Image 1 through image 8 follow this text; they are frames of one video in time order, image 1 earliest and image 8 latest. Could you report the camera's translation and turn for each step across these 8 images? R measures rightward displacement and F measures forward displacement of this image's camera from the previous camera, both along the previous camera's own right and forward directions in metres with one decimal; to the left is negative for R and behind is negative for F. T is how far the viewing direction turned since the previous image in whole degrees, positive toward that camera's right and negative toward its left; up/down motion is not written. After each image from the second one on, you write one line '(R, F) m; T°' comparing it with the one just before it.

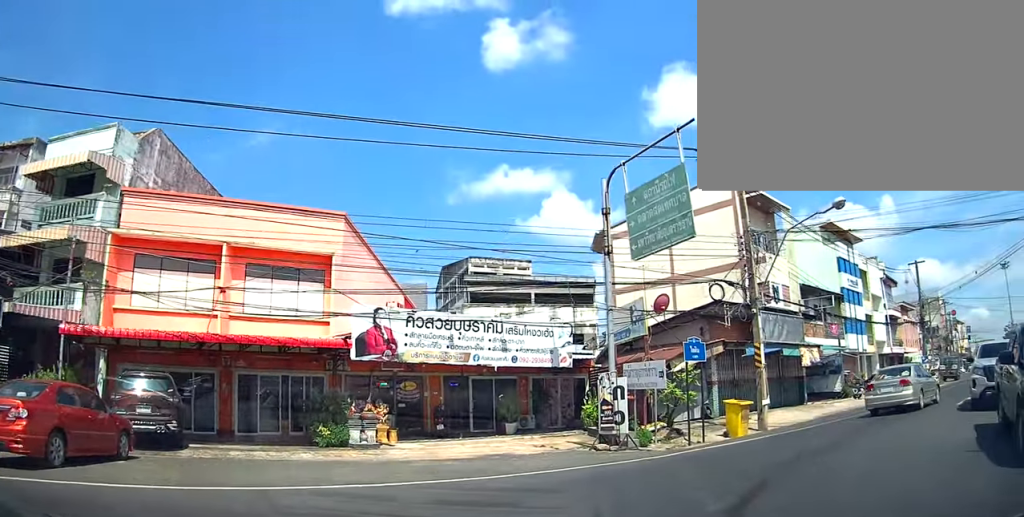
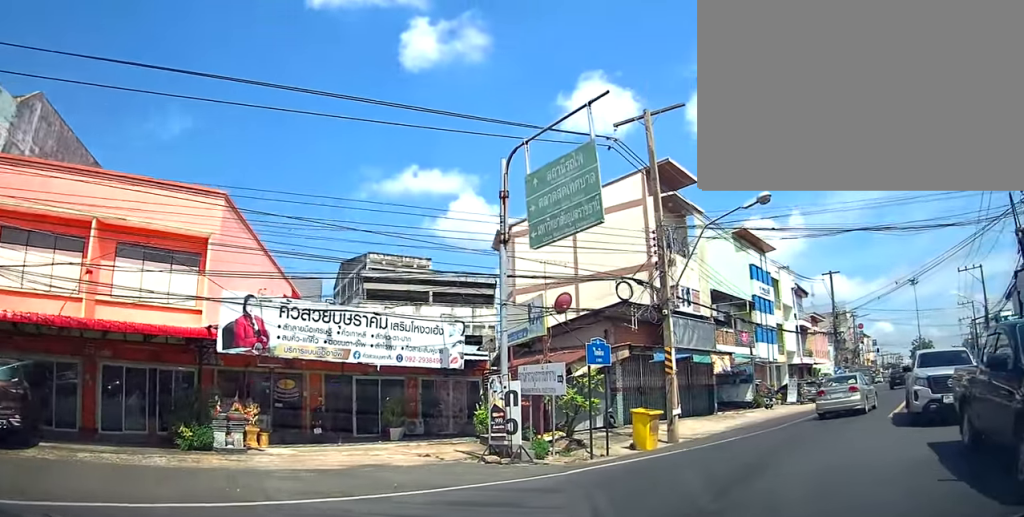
(+0.2, +1.3) m; +13°
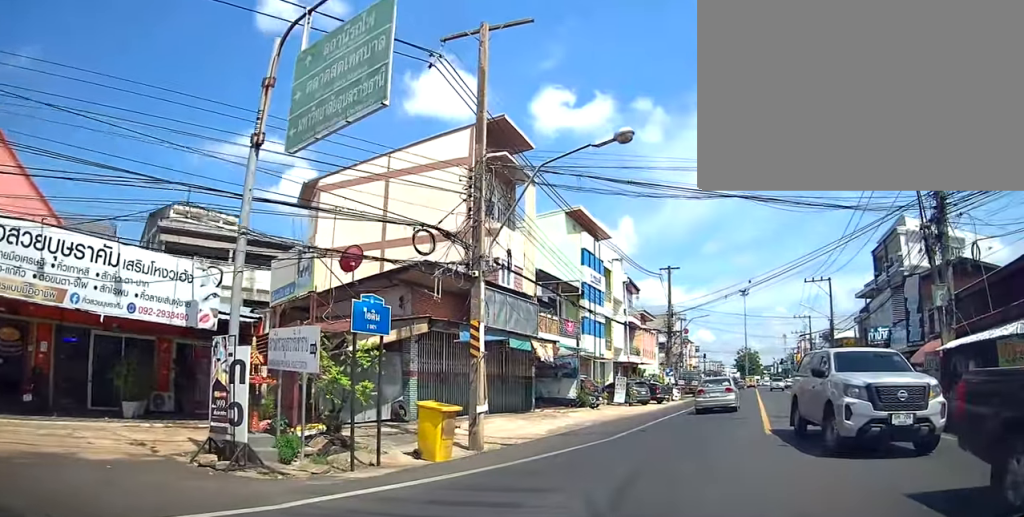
(+0.5, +3.0) m; +23°
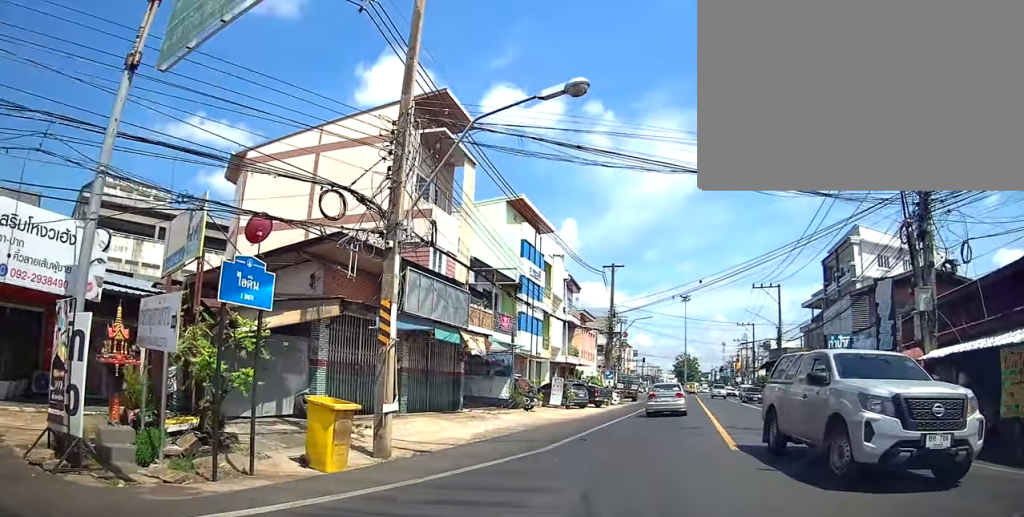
(+0.2, +1.4) m; +5°
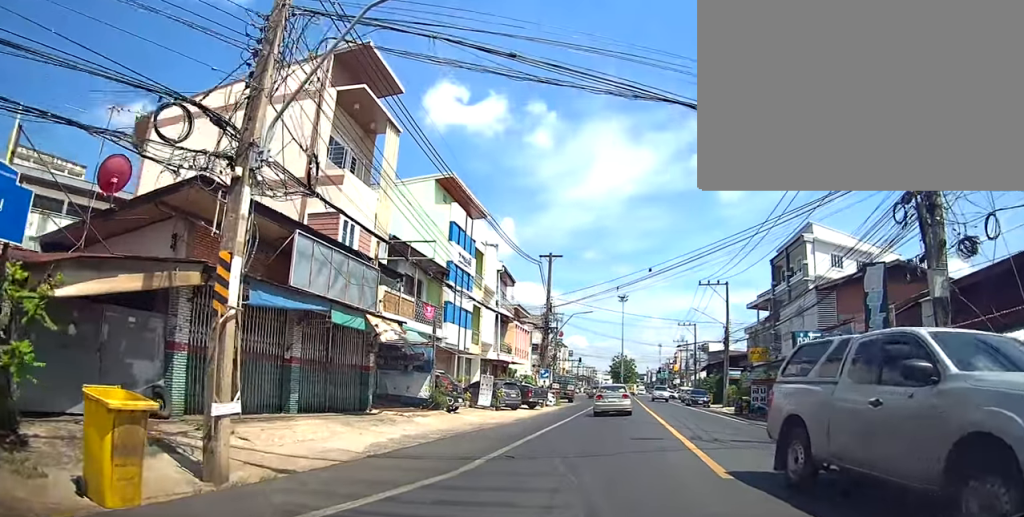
(+0.4, +2.2) m; +3°
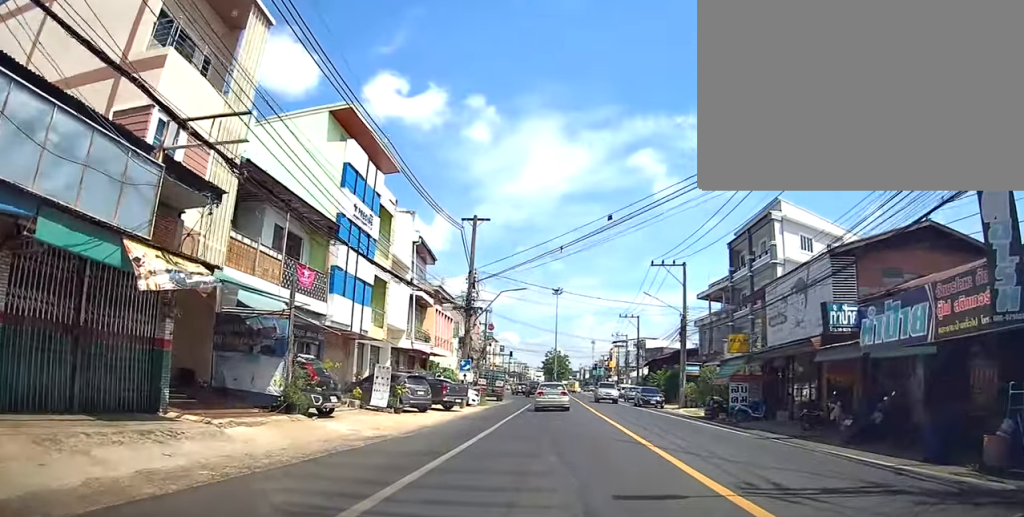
(-0.2, +5.7) m; +10°
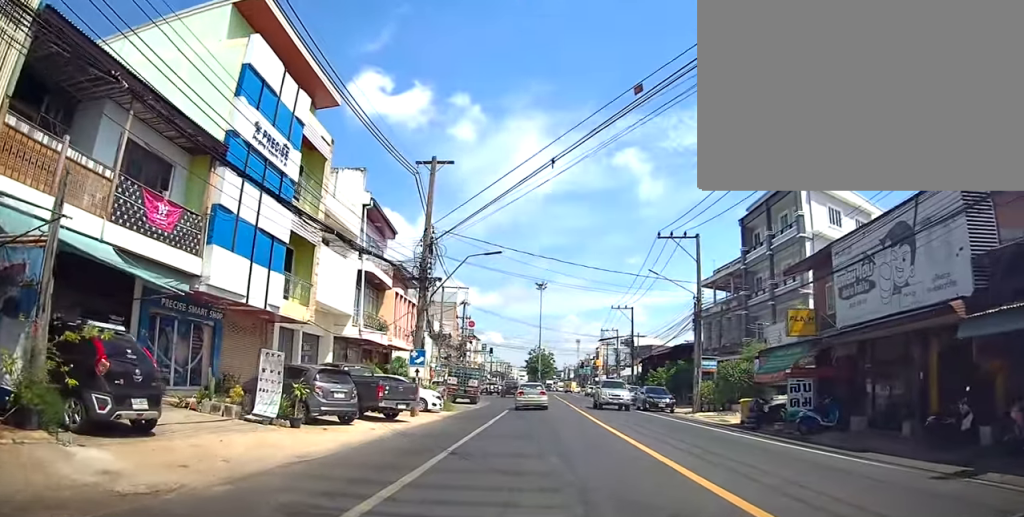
(+1.3, +6.8) m; +3°
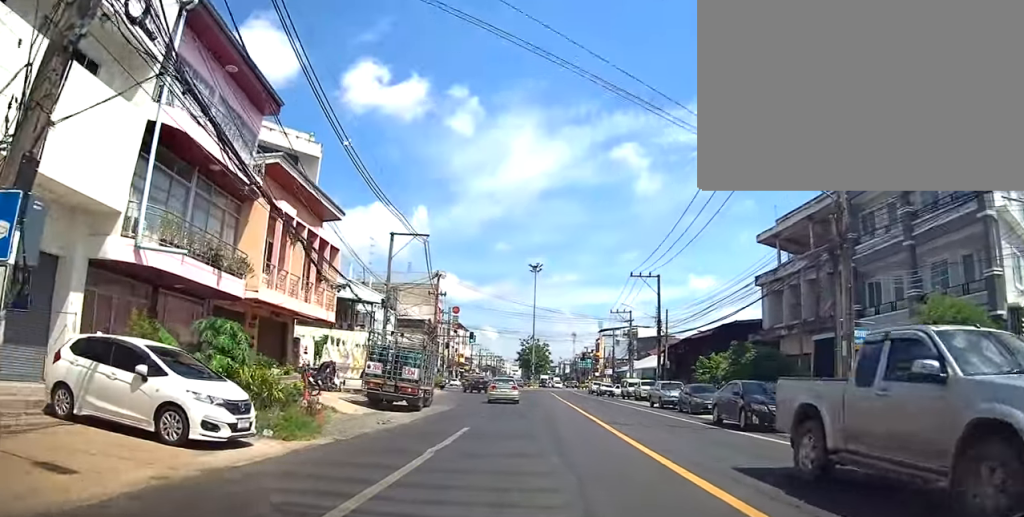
(-2.6, +16.0) m; -9°
